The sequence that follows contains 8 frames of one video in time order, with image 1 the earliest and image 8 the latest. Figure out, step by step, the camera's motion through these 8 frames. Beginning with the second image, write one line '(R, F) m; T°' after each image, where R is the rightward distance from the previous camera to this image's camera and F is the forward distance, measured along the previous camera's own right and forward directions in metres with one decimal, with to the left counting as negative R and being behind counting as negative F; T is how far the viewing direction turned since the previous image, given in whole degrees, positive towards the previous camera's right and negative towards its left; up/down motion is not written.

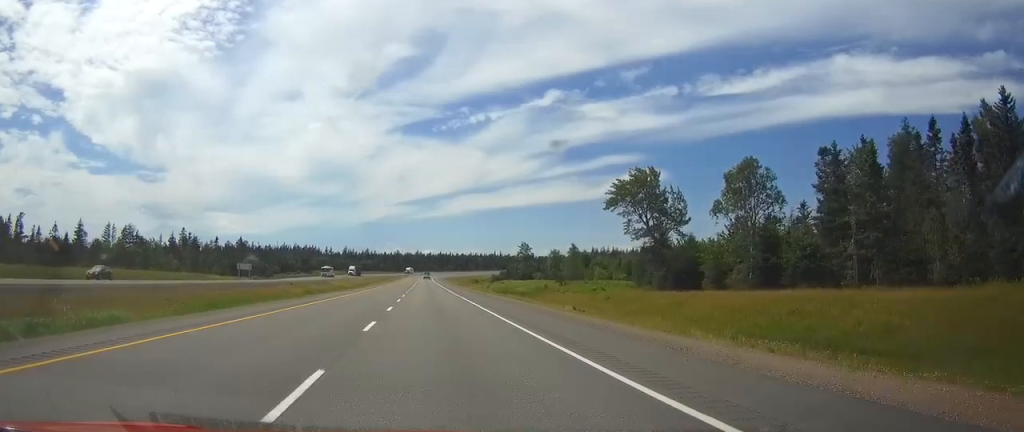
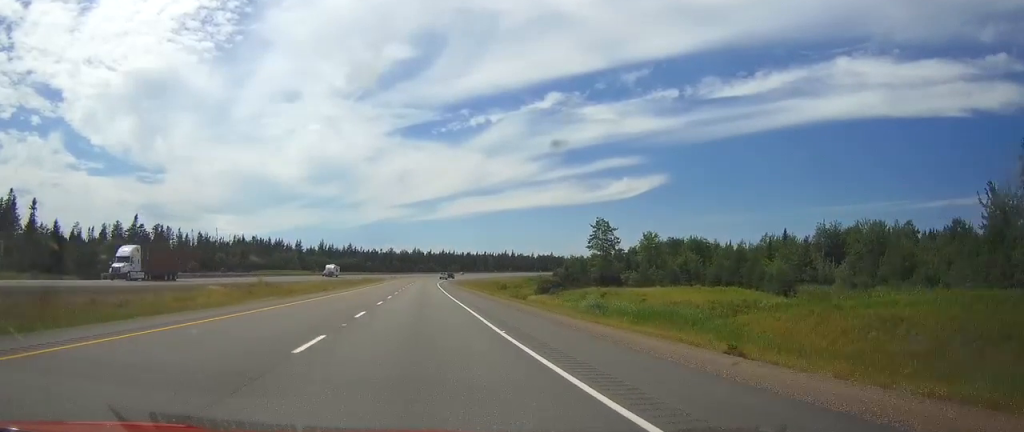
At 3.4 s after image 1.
(-0.6, +111.9) m; 0°
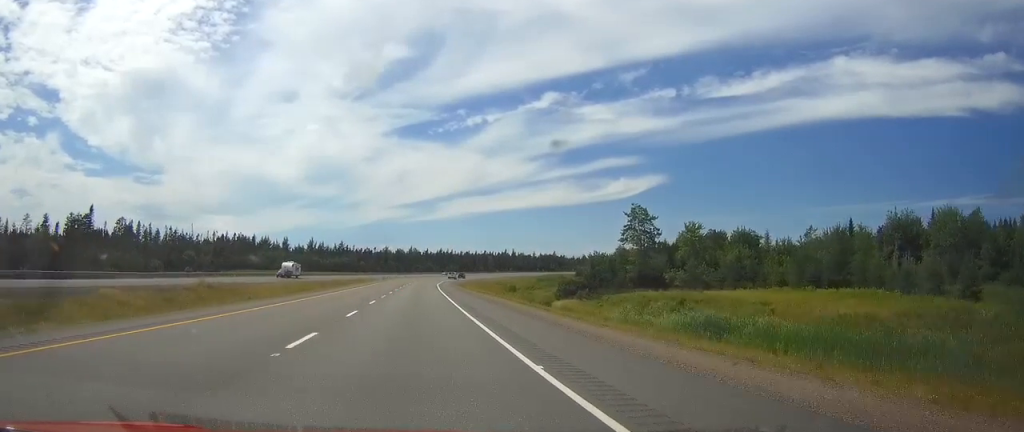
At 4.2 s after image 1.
(+0.1, +26.6) m; 0°
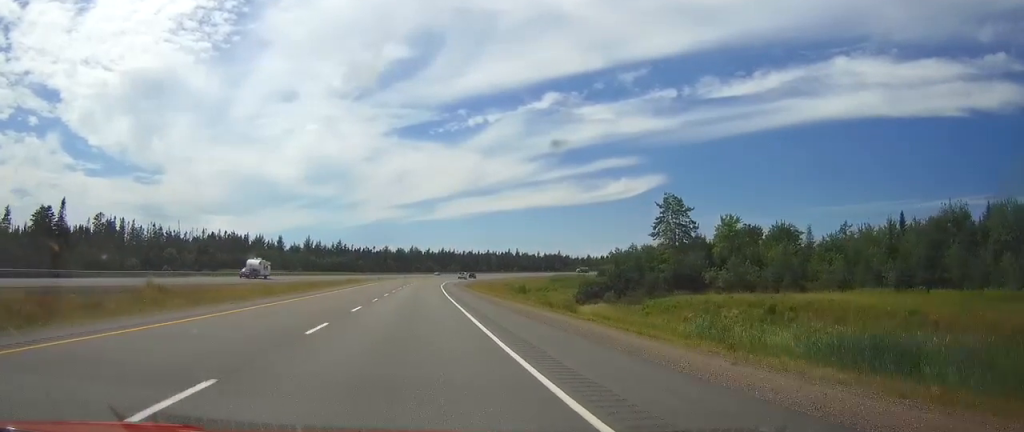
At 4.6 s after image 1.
(0.0, +15.5) m; 0°
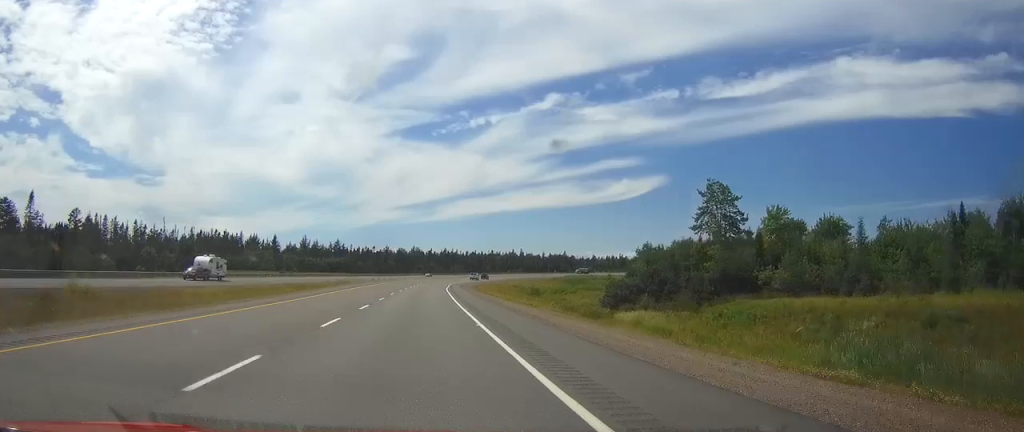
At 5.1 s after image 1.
(-0.1, +15.5) m; 0°
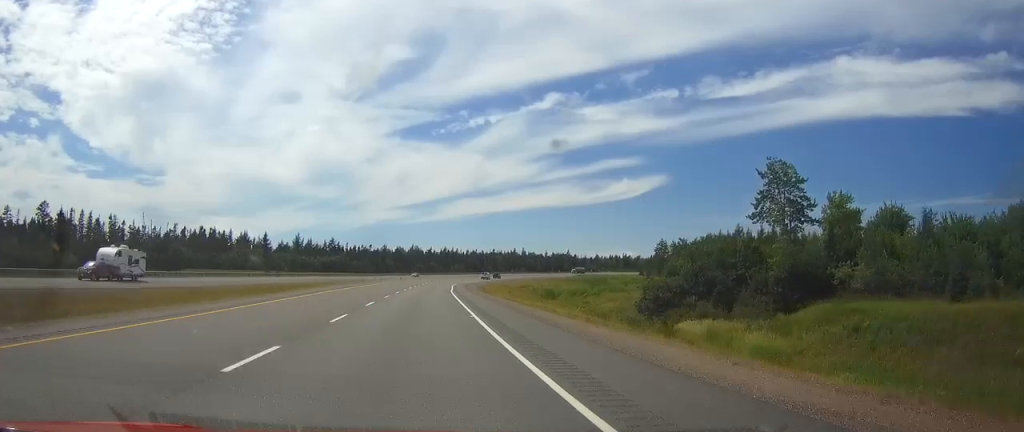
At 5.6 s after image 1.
(-0.1, +16.6) m; 0°
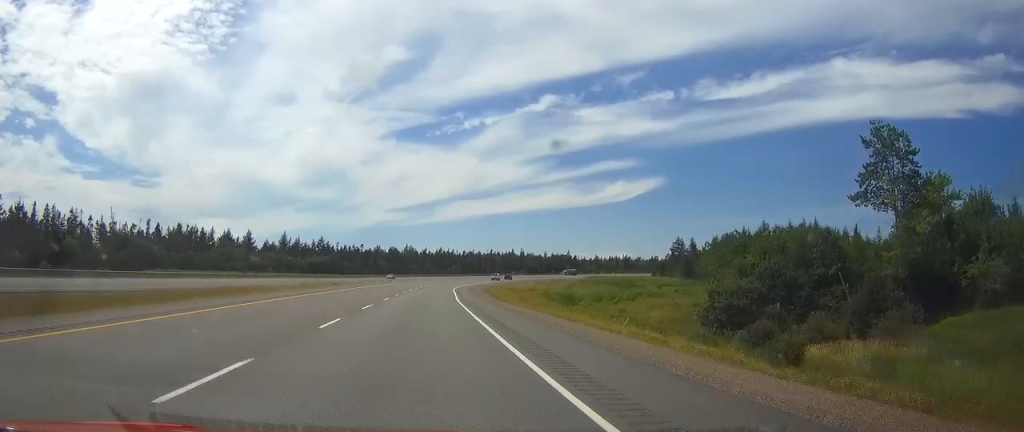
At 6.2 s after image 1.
(+0.1, +19.8) m; 0°
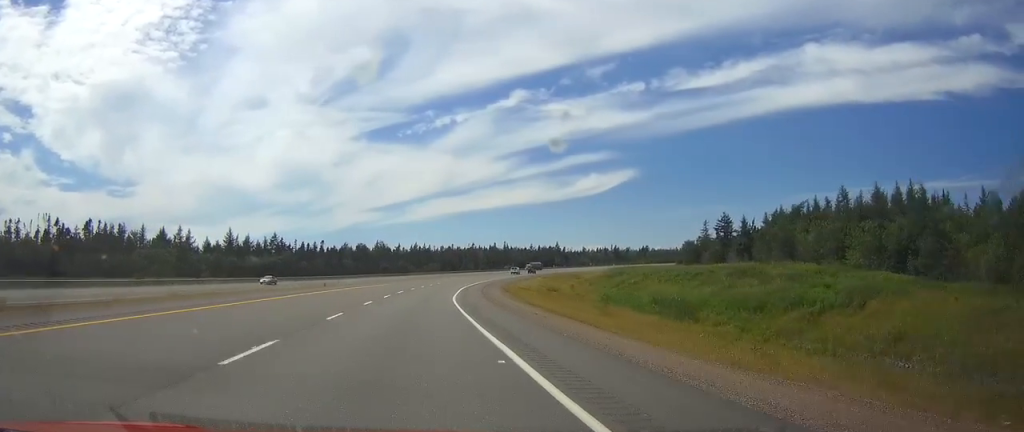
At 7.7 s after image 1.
(+0.7, +50.6) m; +2°
